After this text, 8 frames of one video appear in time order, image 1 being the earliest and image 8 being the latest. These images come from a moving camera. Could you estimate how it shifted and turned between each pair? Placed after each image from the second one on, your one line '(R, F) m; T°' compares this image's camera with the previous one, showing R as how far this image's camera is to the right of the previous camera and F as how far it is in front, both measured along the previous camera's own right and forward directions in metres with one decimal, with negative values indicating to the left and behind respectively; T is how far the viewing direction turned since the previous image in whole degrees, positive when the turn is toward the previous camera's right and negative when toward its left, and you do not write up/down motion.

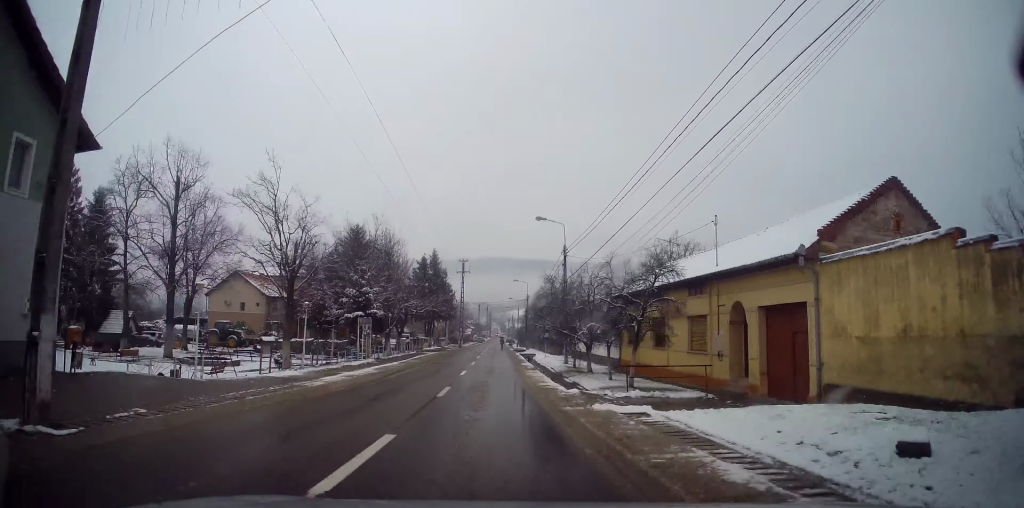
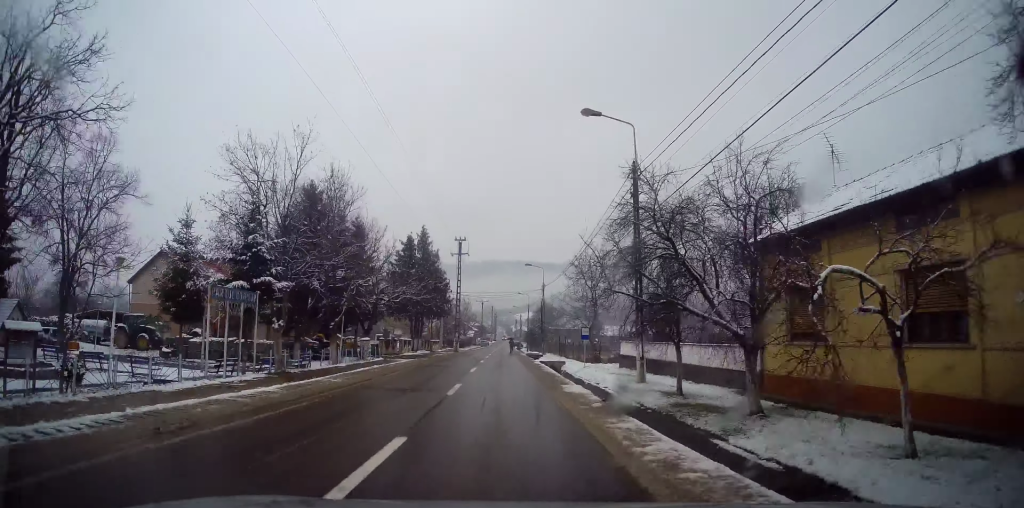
(0.0, +18.1) m; +1°
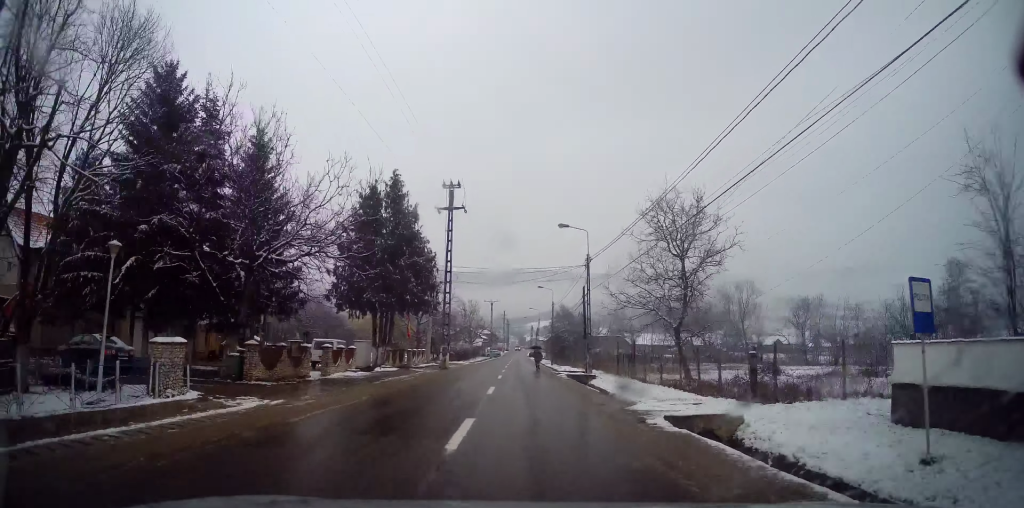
(+0.1, +23.8) m; -2°
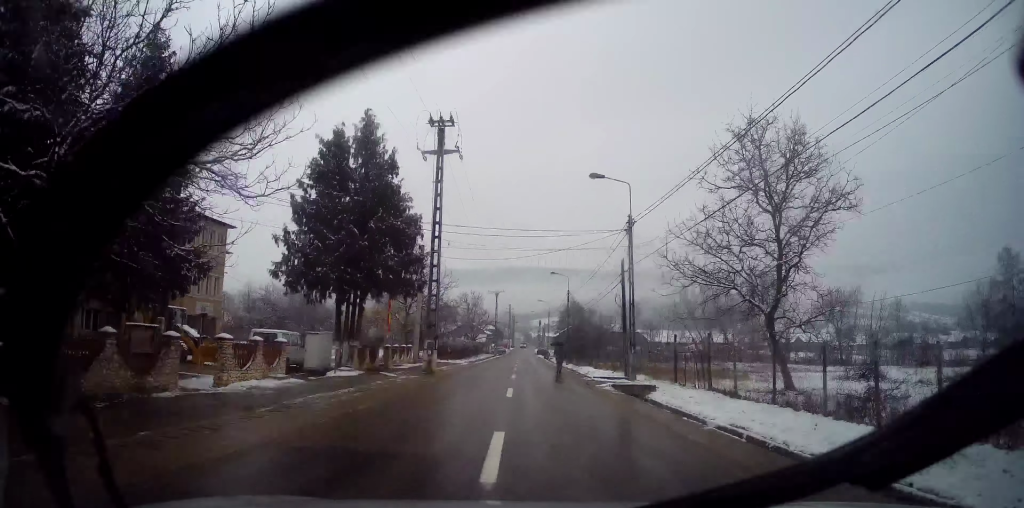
(-0.3, +10.2) m; -1°
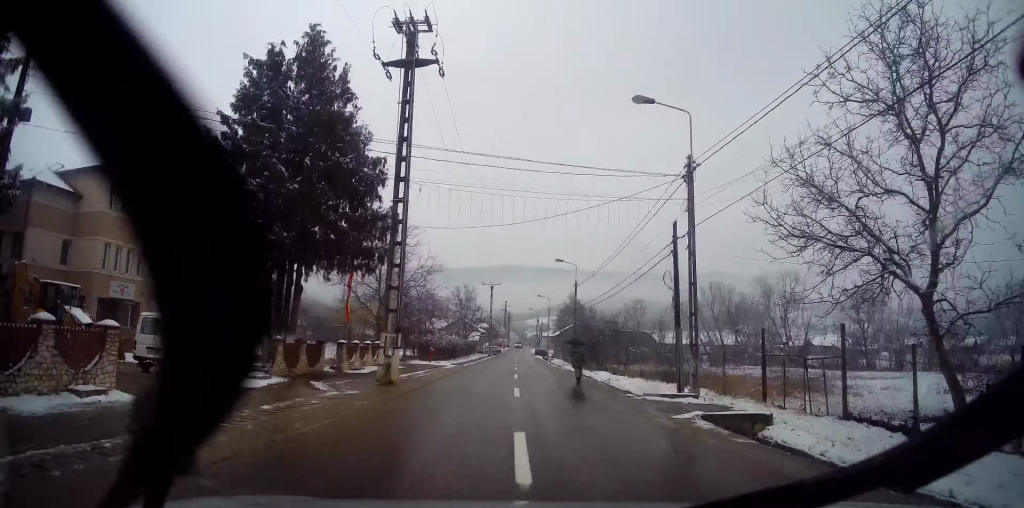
(0.0, +8.7) m; 0°
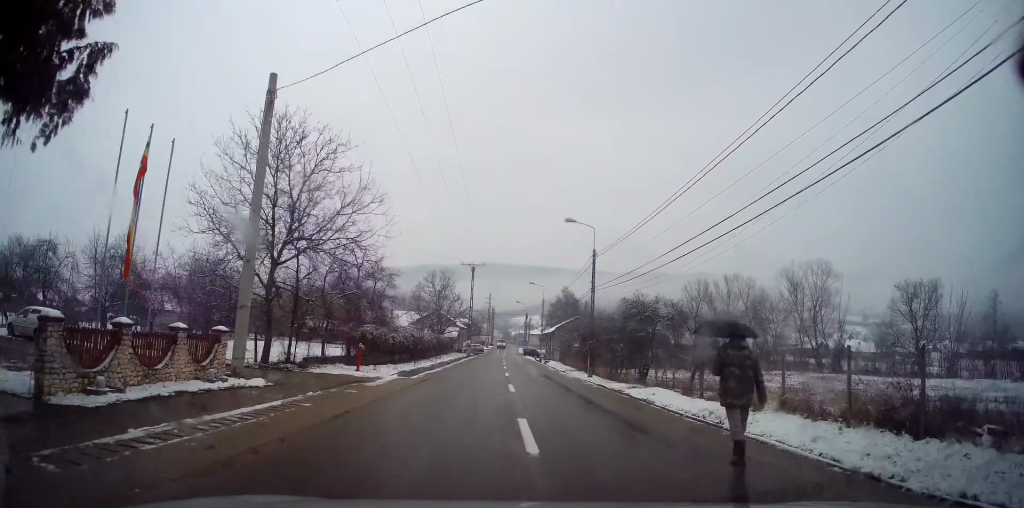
(+0.2, +16.0) m; +3°
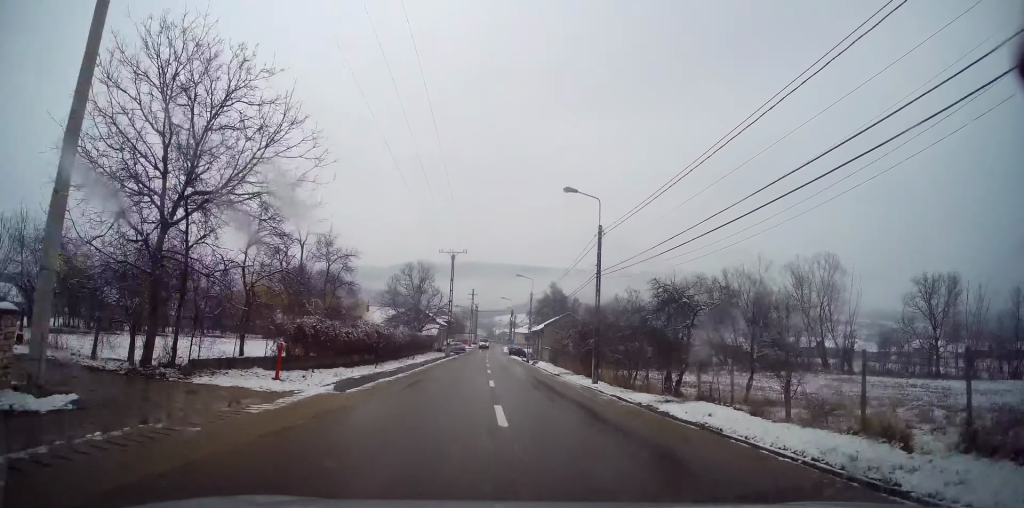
(0.0, +6.7) m; +2°
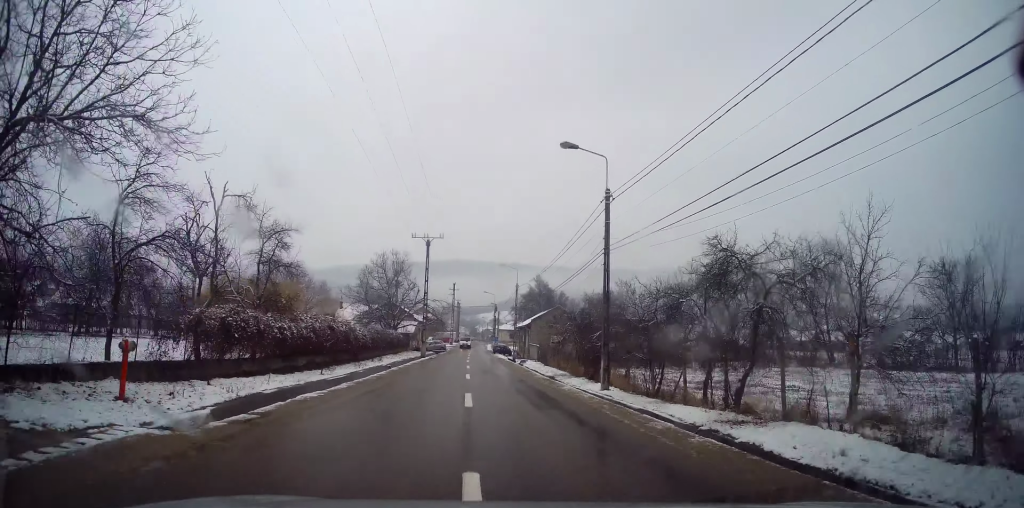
(+0.1, +6.2) m; +1°
